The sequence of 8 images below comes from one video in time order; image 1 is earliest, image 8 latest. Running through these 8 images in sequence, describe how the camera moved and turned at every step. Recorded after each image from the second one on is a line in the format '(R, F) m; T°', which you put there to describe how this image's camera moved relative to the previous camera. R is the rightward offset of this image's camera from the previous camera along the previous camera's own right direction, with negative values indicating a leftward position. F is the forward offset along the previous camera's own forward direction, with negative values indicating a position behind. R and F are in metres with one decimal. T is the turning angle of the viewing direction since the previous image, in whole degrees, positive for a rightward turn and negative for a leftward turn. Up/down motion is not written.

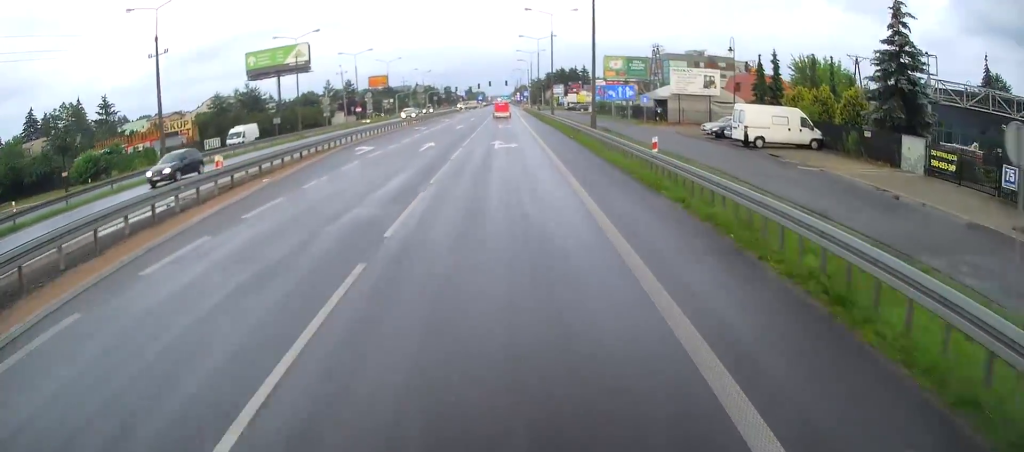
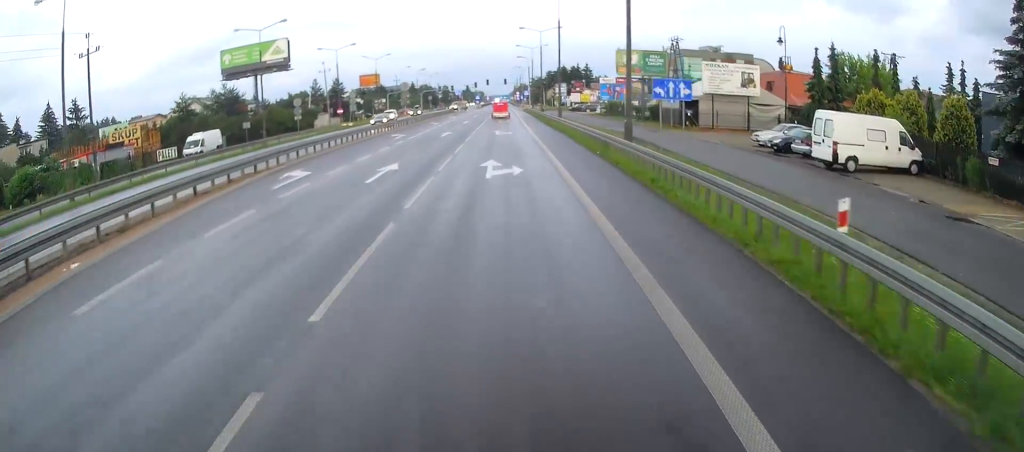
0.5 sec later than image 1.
(-0.1, +10.1) m; 0°
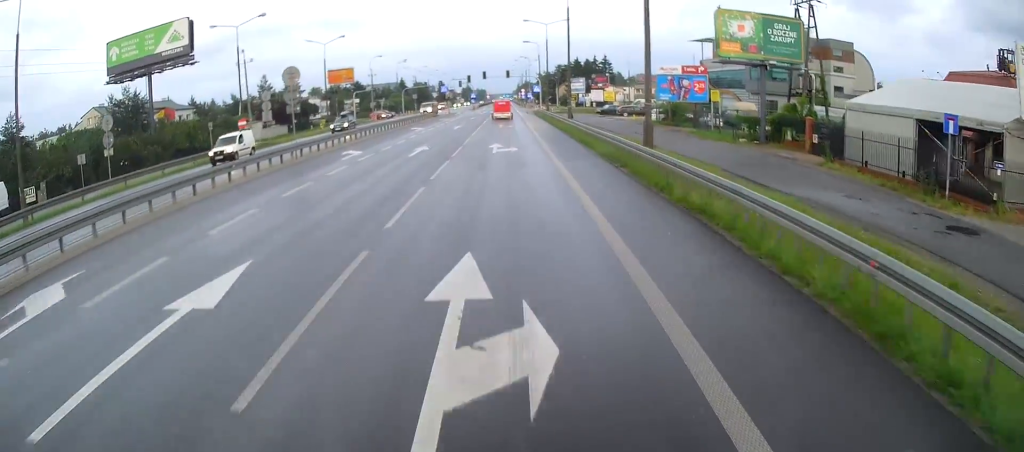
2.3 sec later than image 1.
(+0.3, +32.8) m; -1°
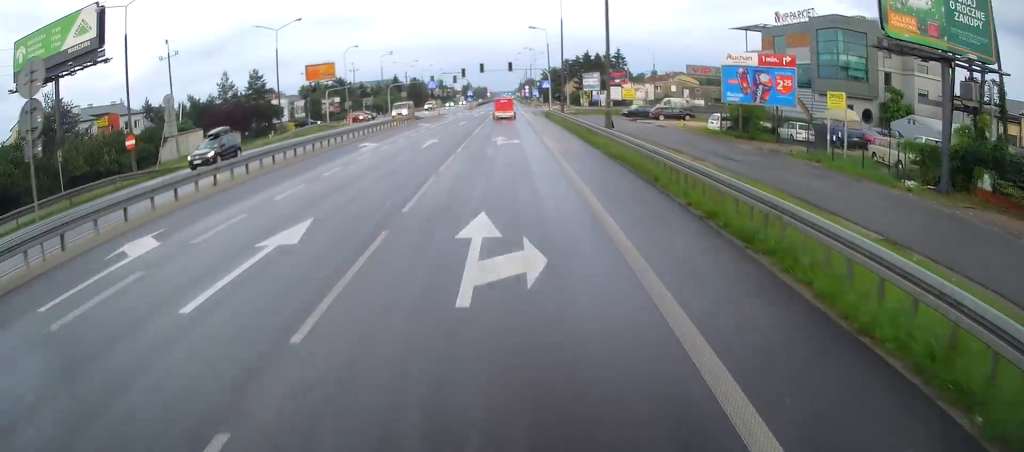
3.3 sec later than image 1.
(-0.5, +17.7) m; -1°
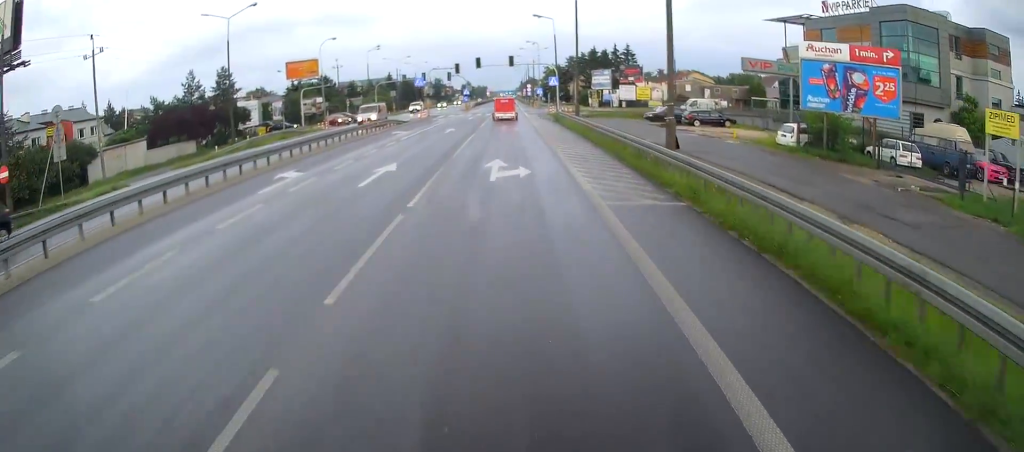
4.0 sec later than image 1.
(+0.1, +11.6) m; +1°
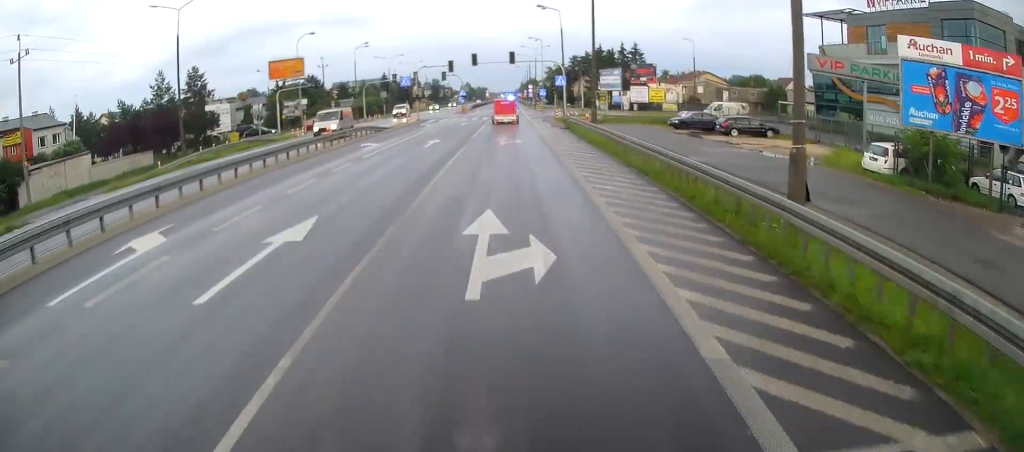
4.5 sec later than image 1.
(+0.1, +8.9) m; +1°
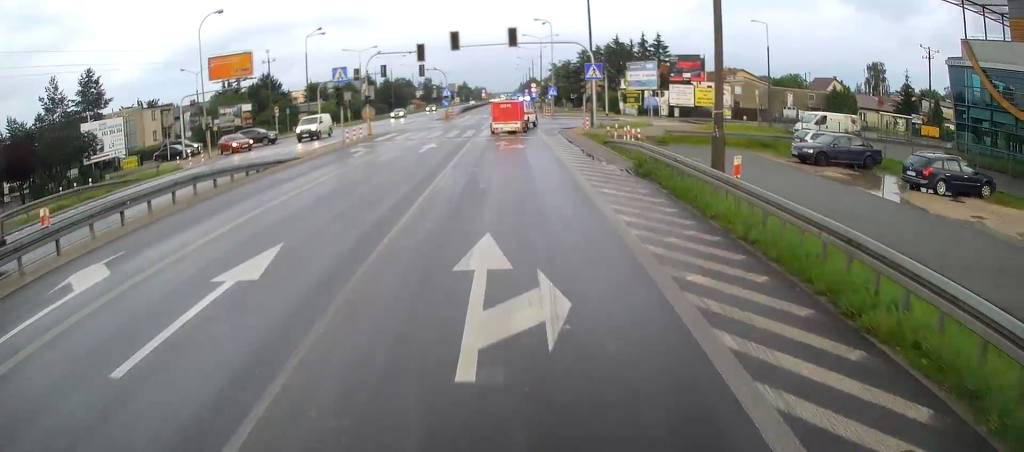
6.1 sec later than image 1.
(-0.2, +22.6) m; -1°
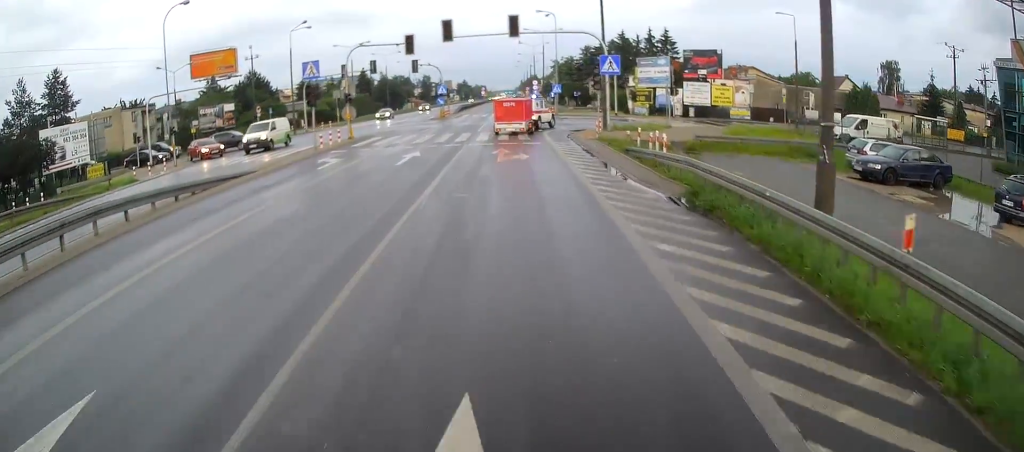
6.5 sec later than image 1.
(-0.1, +5.5) m; 0°
